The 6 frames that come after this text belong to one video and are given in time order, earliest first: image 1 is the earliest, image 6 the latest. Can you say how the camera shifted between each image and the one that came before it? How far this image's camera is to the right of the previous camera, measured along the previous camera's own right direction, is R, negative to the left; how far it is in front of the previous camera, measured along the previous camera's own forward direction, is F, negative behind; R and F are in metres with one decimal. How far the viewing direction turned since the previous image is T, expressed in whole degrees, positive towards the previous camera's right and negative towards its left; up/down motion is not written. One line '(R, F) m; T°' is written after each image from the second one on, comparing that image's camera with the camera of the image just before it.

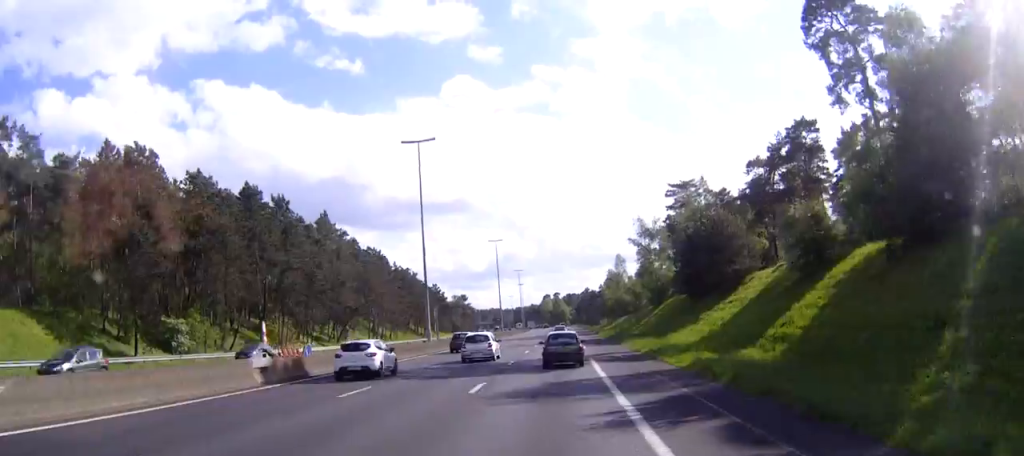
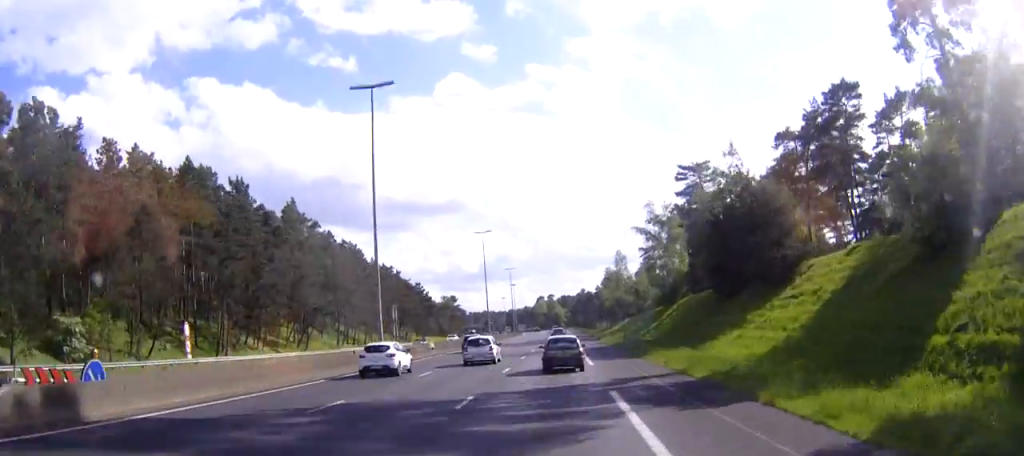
(+0.1, +15.7) m; +1°
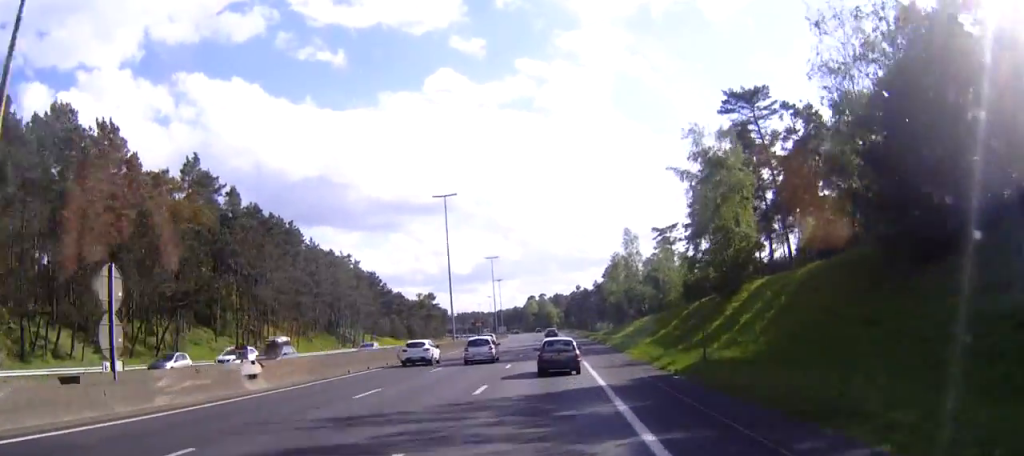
(+0.2, +35.1) m; +1°
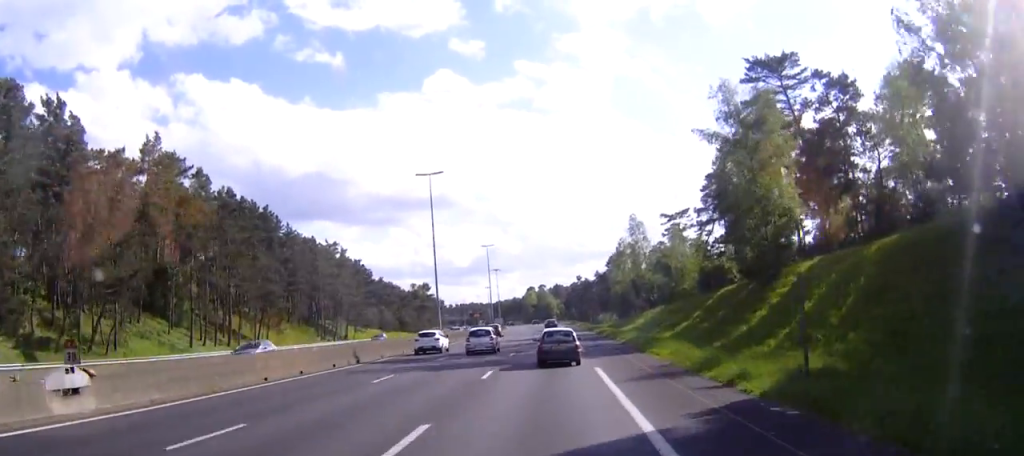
(0.0, +10.9) m; 0°
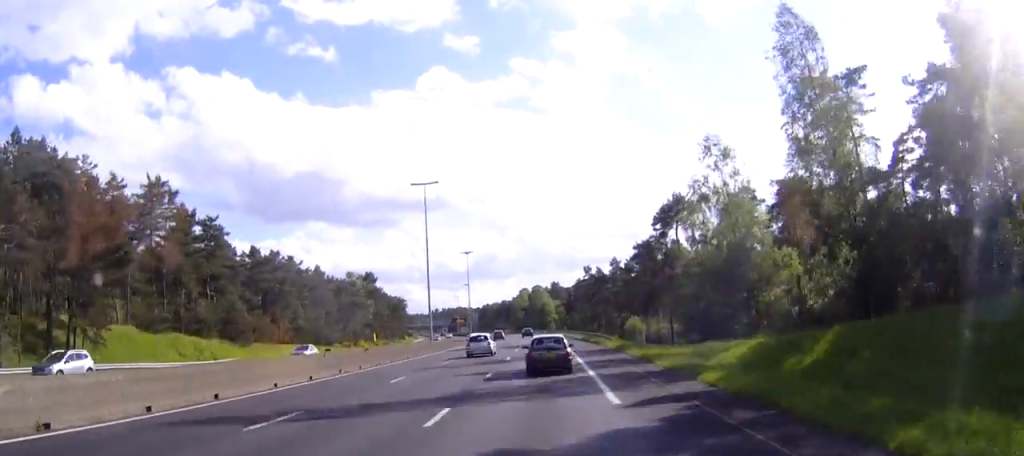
(+0.4, +74.8) m; 0°
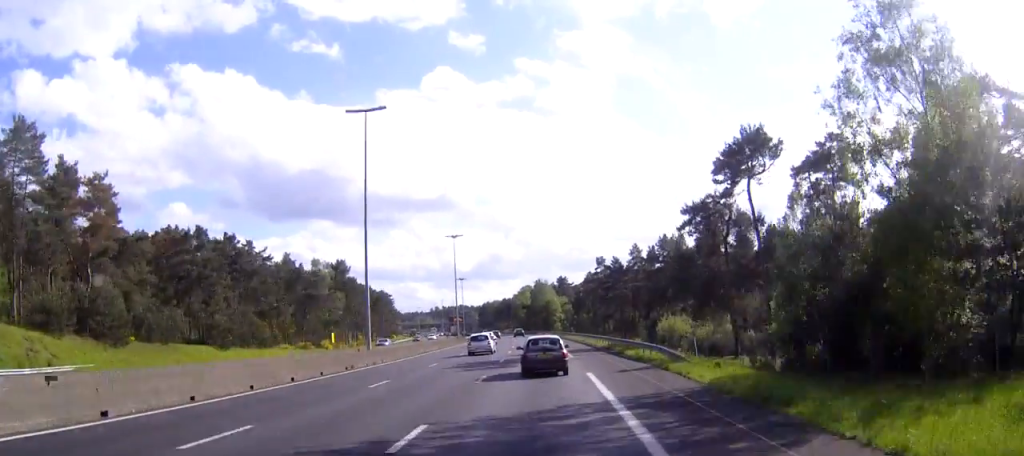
(0.0, +29.1) m; 0°
